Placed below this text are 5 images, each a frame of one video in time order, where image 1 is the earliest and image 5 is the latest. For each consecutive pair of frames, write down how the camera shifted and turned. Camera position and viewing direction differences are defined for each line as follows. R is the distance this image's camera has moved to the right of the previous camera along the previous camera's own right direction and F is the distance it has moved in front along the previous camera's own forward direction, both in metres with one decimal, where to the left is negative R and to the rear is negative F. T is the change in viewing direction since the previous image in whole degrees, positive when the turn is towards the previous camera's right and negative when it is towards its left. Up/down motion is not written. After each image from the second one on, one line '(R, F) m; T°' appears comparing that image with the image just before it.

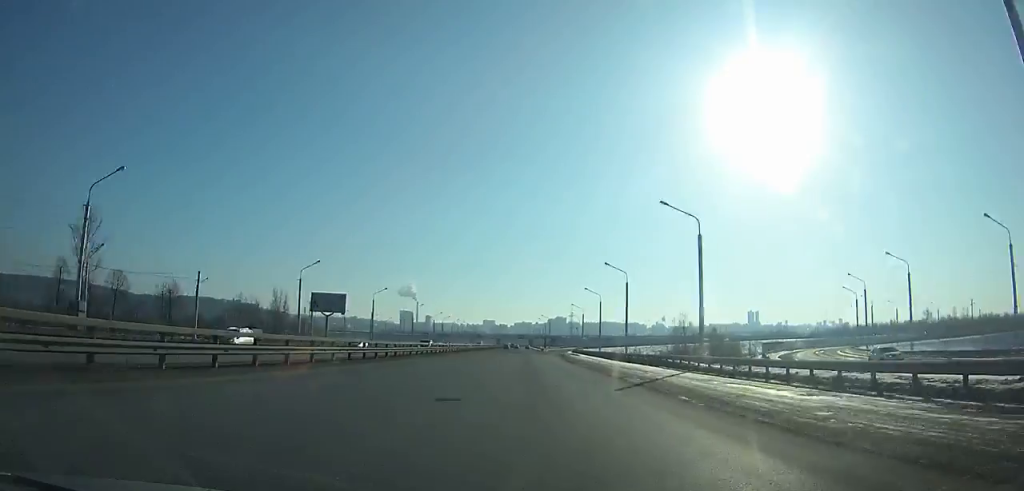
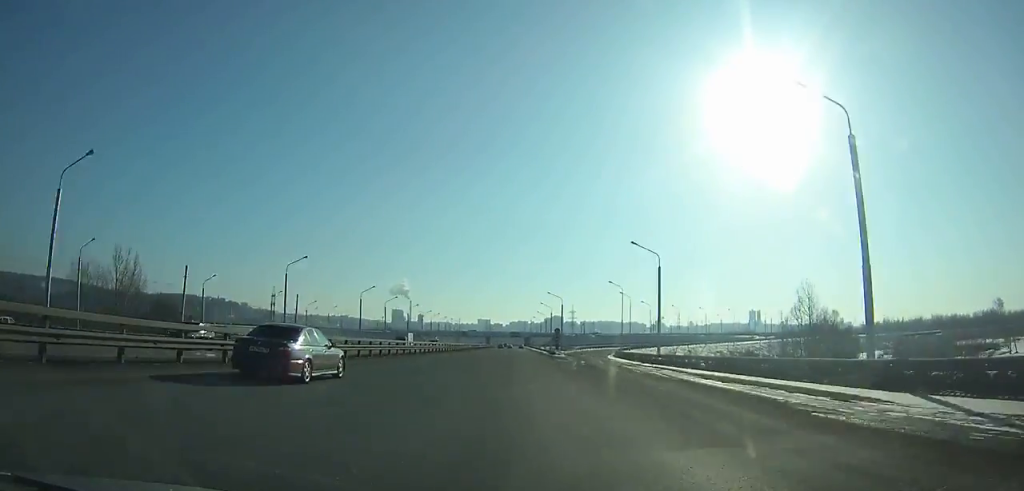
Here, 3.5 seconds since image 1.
(+0.1, +79.0) m; 0°
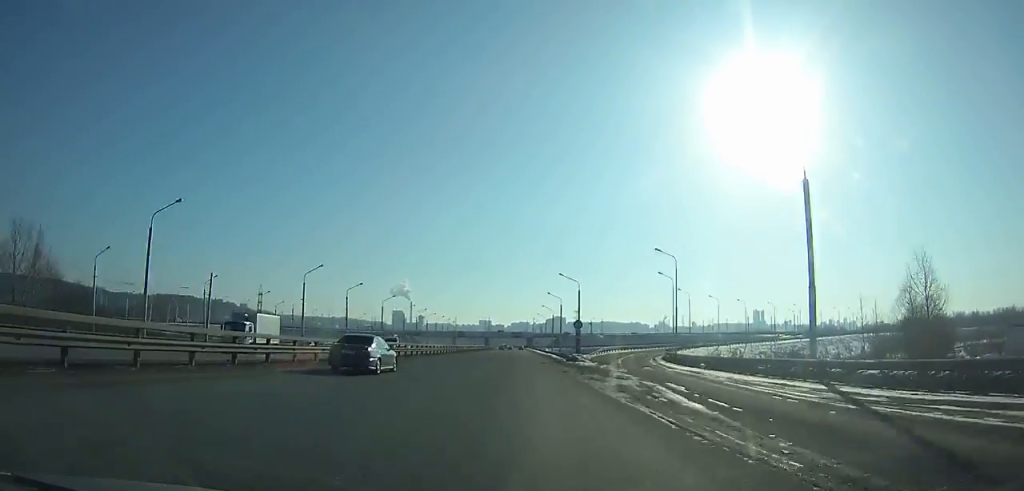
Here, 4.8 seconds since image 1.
(0.0, +28.9) m; 0°
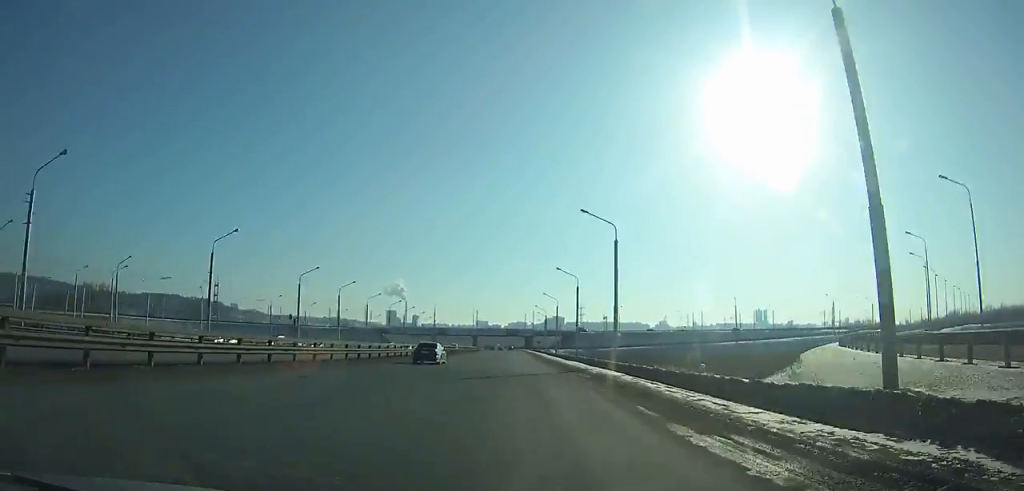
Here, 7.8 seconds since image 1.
(0.0, +65.9) m; 0°
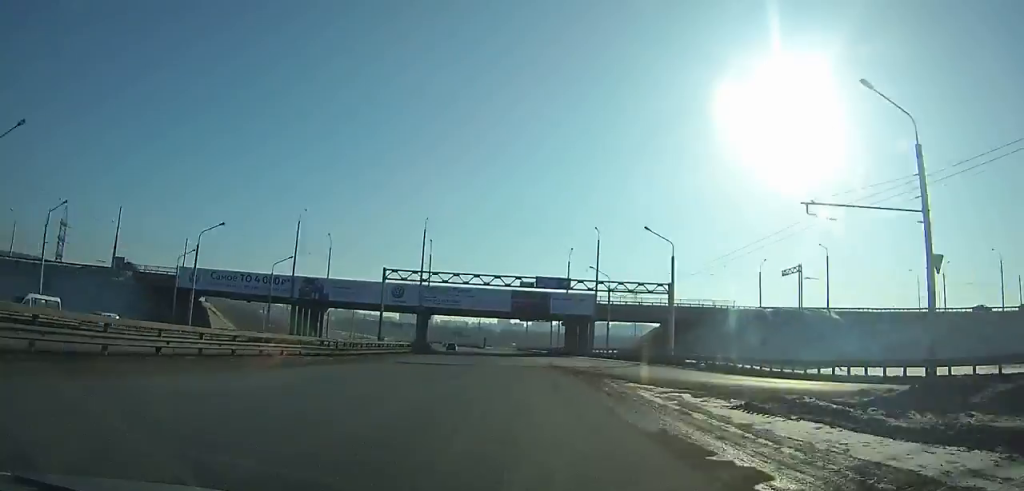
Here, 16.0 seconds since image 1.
(-2.5, +170.8) m; -4°
